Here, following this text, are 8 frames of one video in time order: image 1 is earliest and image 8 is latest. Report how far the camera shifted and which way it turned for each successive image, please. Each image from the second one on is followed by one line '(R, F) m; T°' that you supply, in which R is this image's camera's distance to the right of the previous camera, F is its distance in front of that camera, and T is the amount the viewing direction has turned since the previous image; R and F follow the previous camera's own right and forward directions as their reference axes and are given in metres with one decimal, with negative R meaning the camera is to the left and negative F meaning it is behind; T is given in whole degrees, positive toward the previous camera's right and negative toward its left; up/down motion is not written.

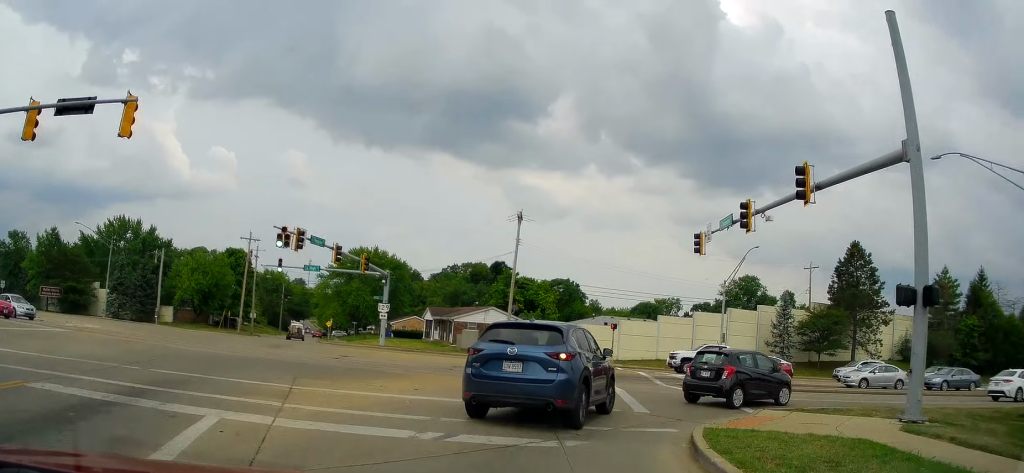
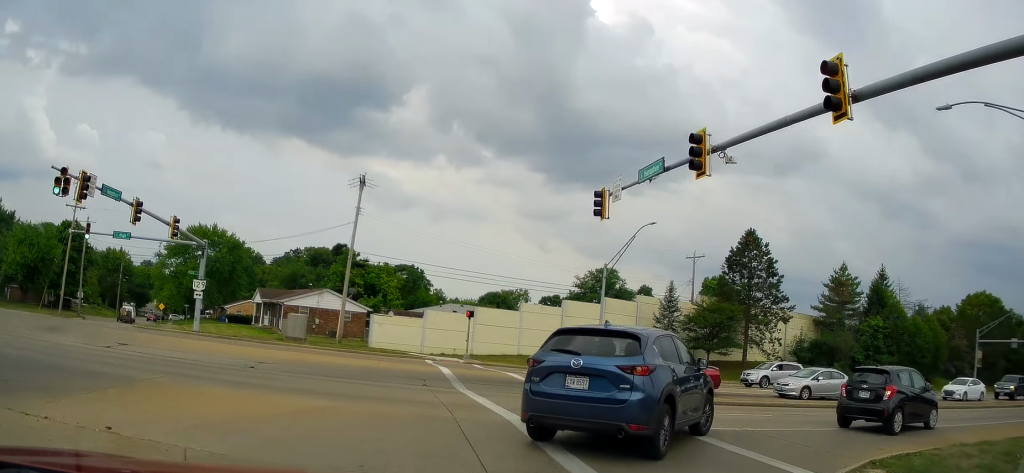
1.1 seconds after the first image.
(+0.4, +9.4) m; +8°
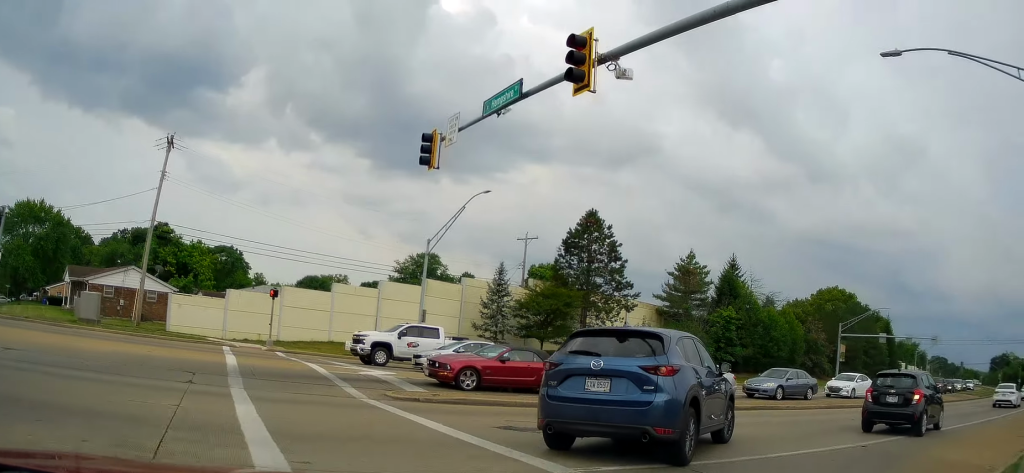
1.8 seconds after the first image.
(+0.5, +5.5) m; +13°
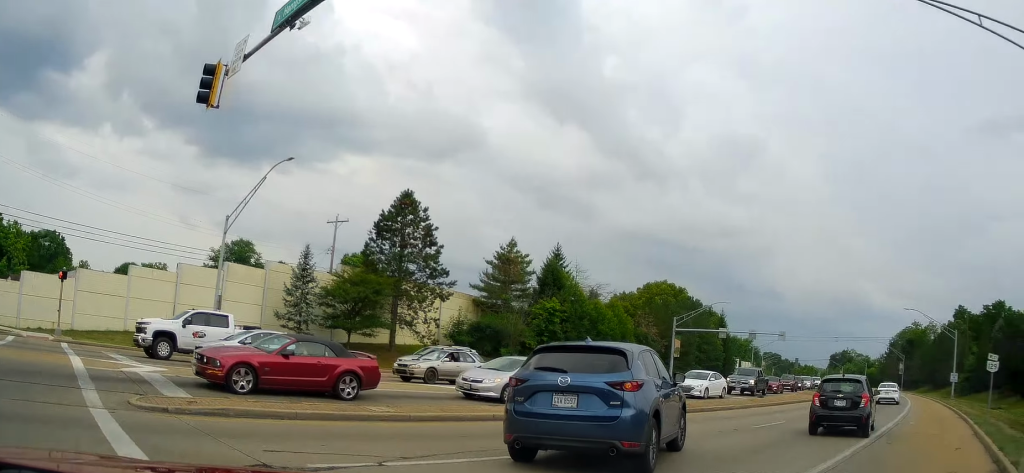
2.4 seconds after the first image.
(+0.1, +4.2) m; +14°
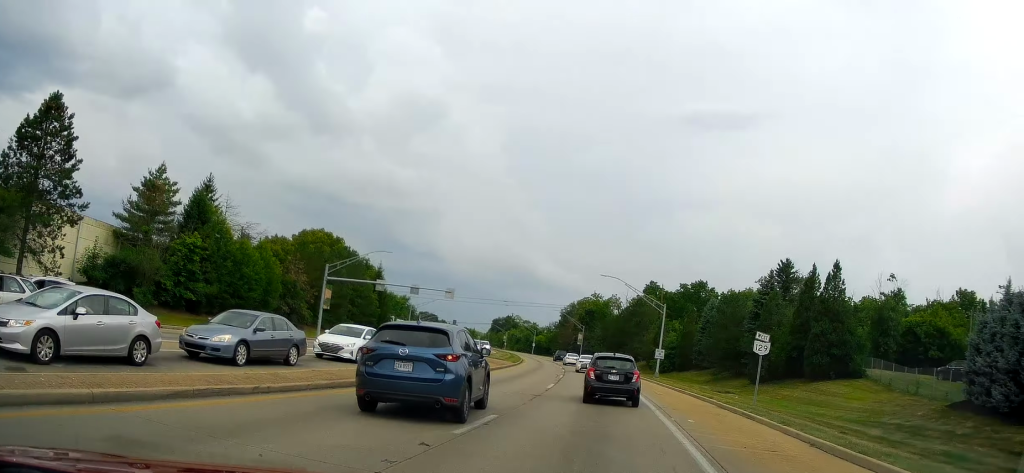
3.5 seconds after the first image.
(+2.7, +7.7) m; +34°
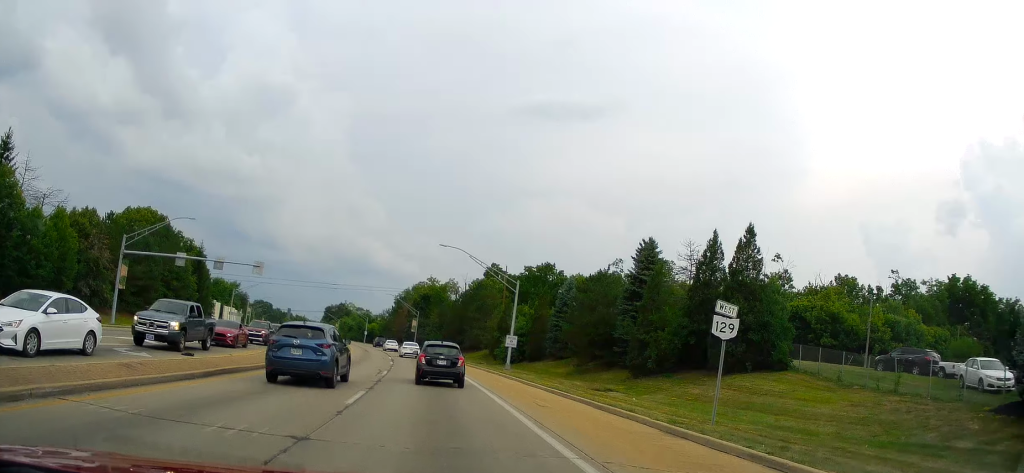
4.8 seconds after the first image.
(+2.8, +10.7) m; +23°
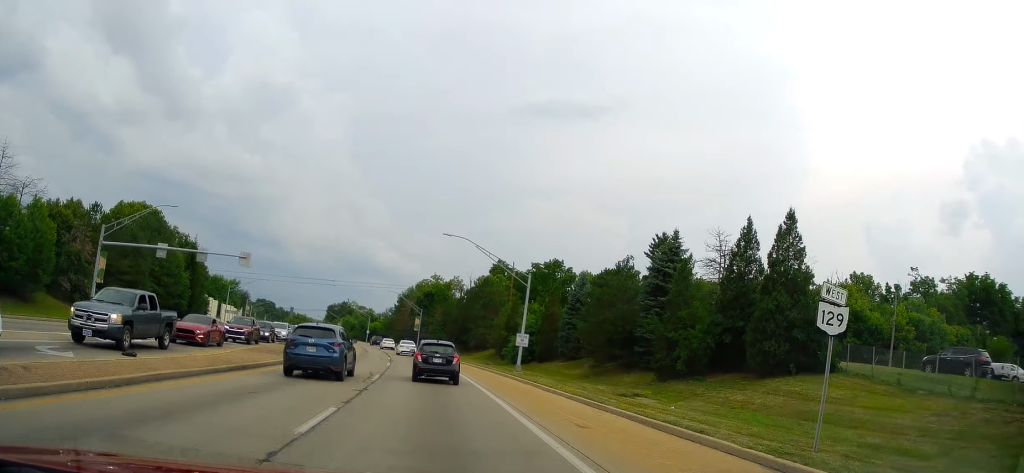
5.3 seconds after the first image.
(+0.1, +4.1) m; +5°
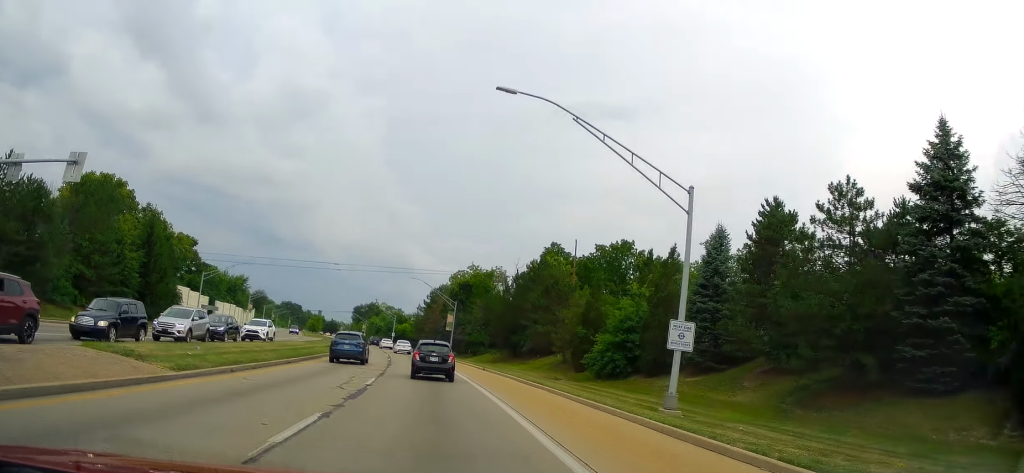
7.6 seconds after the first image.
(+3.1, +25.1) m; +8°
